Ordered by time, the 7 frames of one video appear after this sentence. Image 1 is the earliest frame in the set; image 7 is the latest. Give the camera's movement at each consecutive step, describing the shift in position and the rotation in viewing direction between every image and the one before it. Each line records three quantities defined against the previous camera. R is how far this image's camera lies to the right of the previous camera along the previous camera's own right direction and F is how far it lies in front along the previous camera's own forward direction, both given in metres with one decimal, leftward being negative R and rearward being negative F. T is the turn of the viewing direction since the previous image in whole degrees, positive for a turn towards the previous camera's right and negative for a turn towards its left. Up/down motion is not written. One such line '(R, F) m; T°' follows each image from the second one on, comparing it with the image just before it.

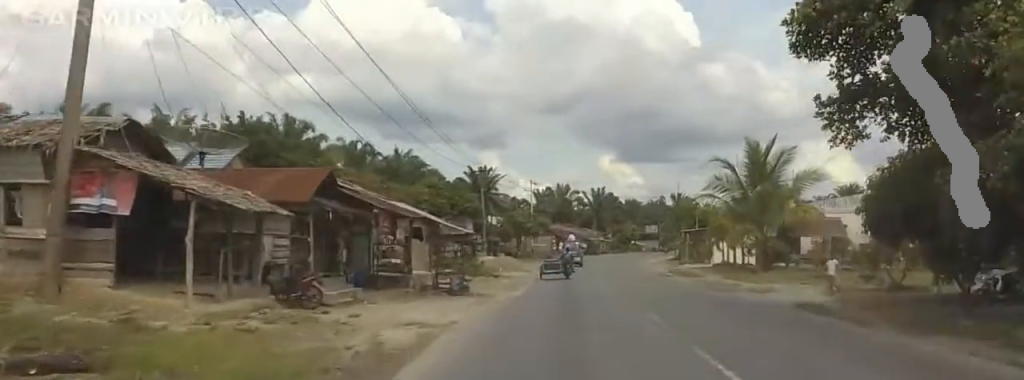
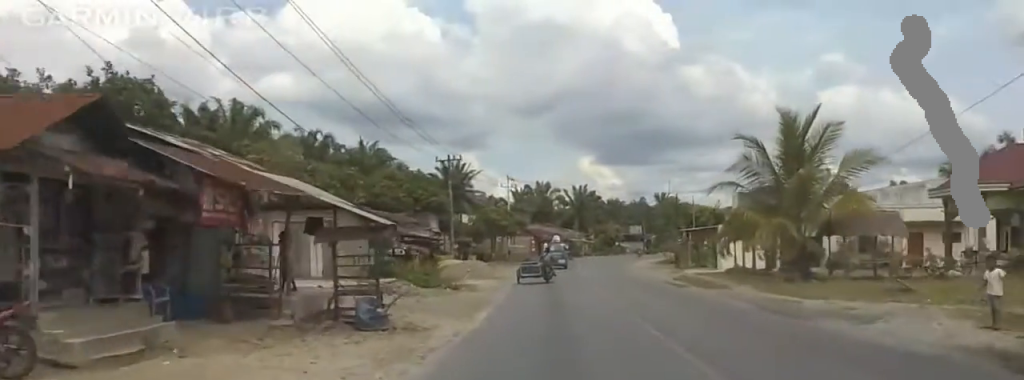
(-0.5, +10.9) m; -2°
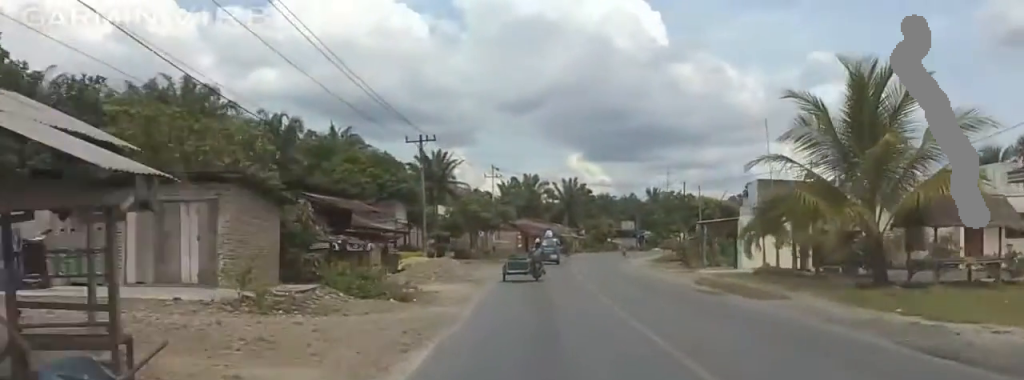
(0.0, +9.7) m; +1°
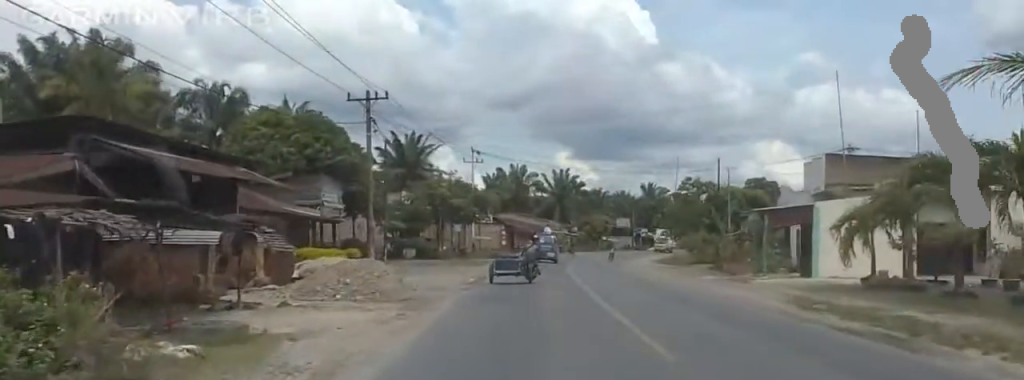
(+0.5, +15.6) m; +8°
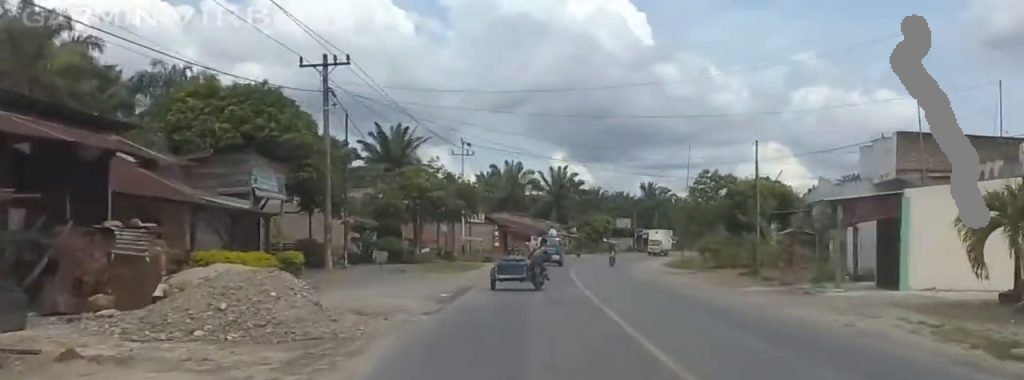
(+0.5, +8.7) m; +4°
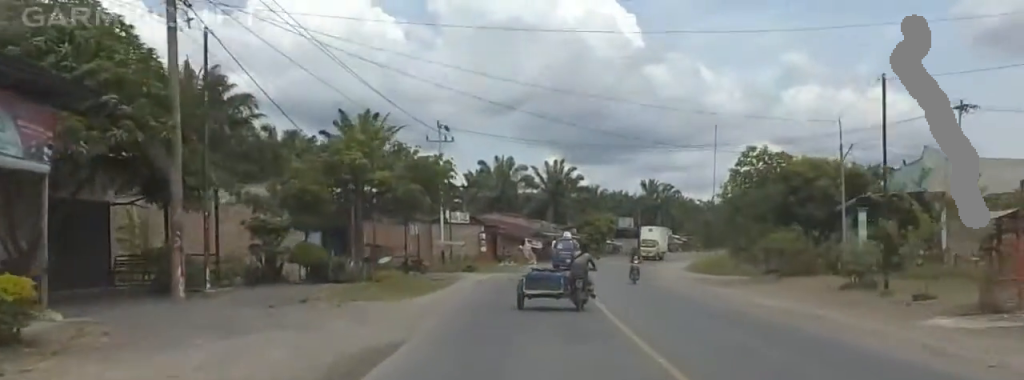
(+1.1, +15.2) m; +2°
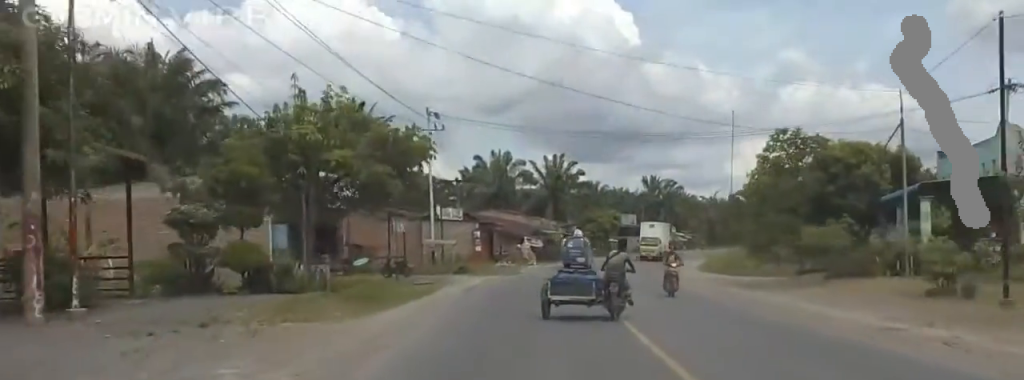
(0.0, +6.5) m; -2°
